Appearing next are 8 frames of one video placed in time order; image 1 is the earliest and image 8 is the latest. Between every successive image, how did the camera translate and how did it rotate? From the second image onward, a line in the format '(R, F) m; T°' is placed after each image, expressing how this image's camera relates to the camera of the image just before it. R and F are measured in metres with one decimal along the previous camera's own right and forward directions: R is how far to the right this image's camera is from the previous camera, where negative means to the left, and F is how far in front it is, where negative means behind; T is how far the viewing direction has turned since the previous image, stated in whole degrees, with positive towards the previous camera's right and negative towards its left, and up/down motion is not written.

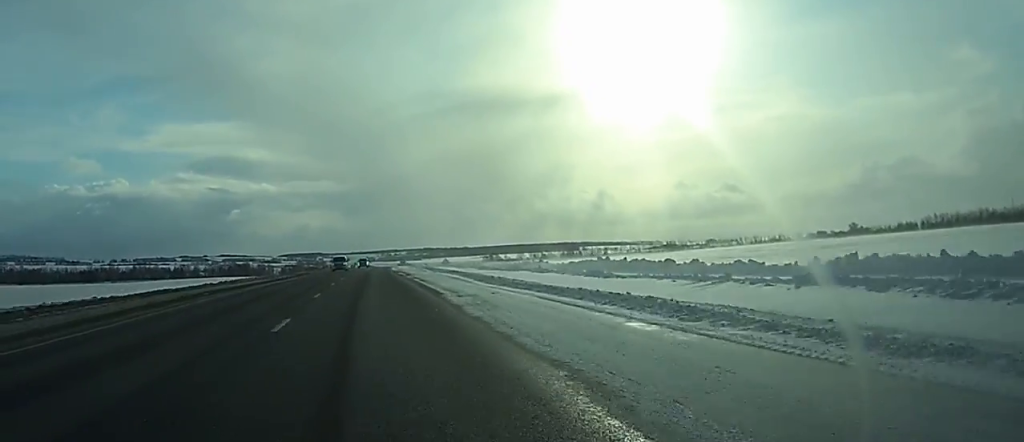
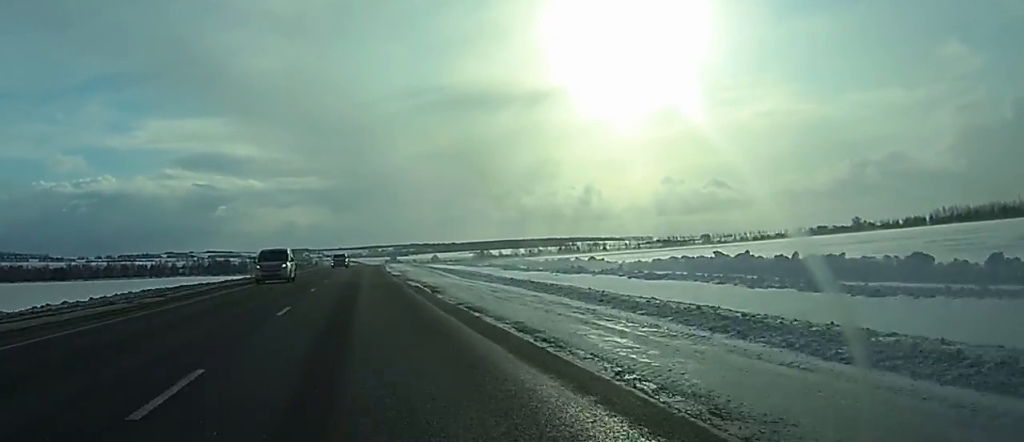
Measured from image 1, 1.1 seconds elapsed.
(+0.1, +31.5) m; +1°
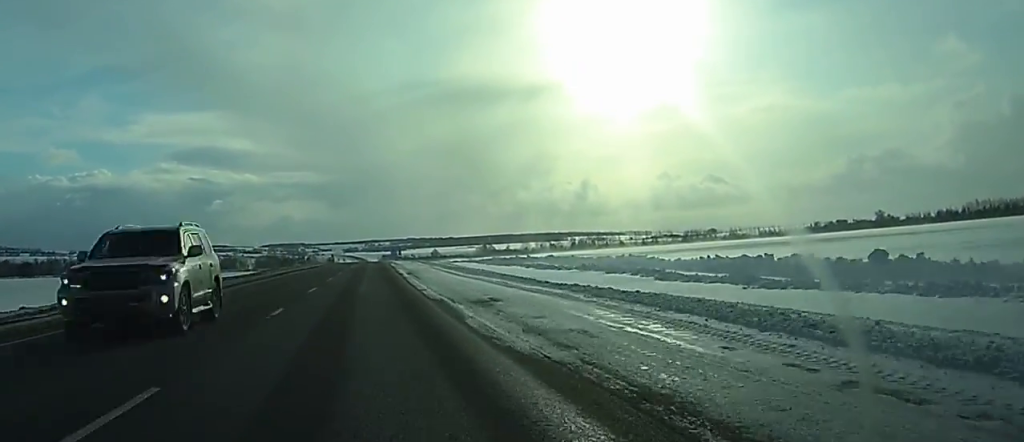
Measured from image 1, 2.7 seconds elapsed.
(+0.6, +48.7) m; +1°
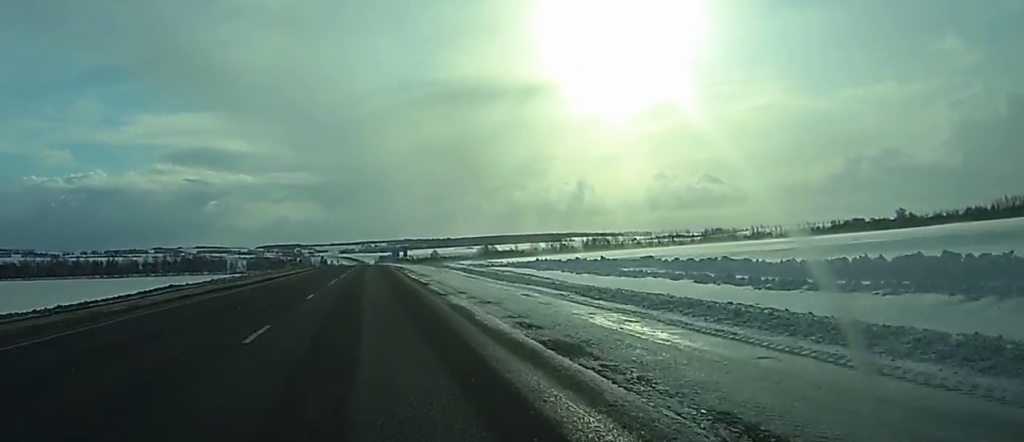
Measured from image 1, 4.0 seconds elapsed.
(+0.3, +40.4) m; +1°
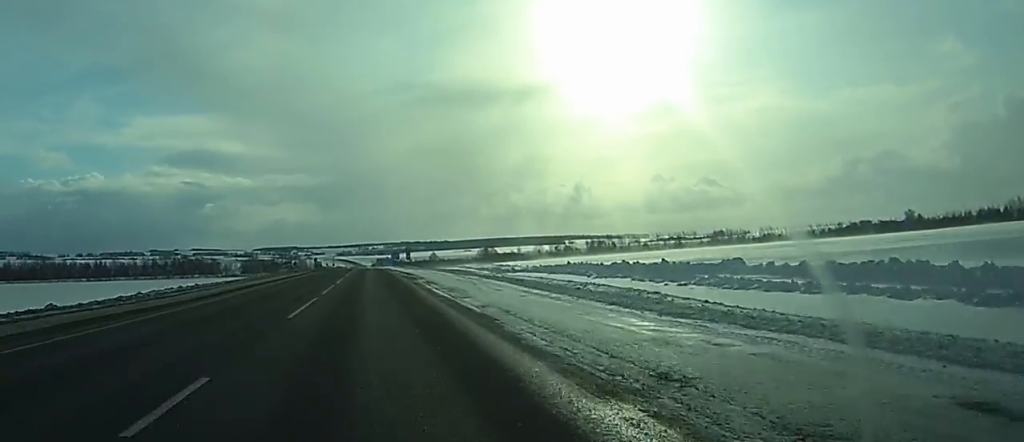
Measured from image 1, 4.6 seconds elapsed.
(+0.1, +18.3) m; 0°
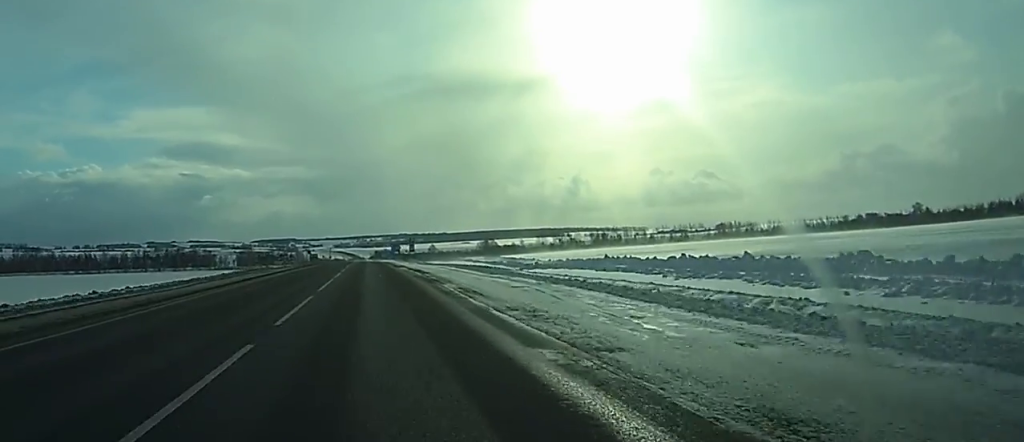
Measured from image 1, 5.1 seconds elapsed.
(0.0, +15.3) m; 0°
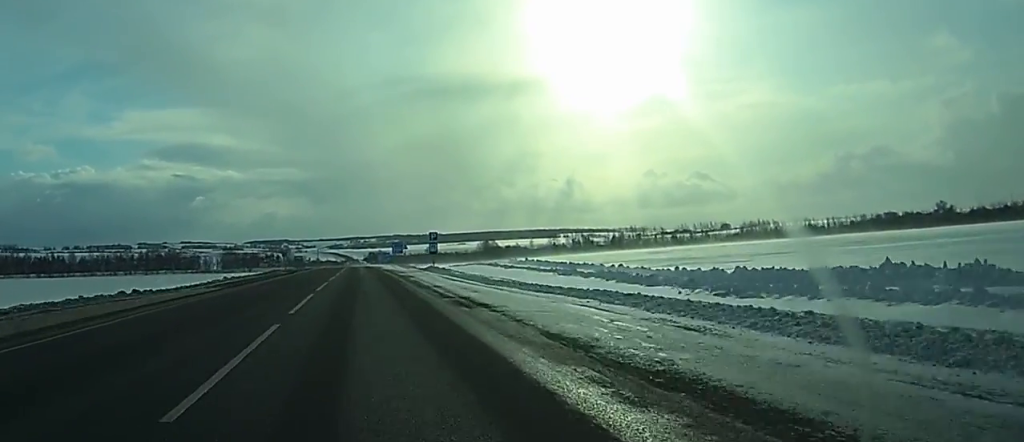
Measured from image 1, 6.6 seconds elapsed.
(+0.3, +45.0) m; 0°
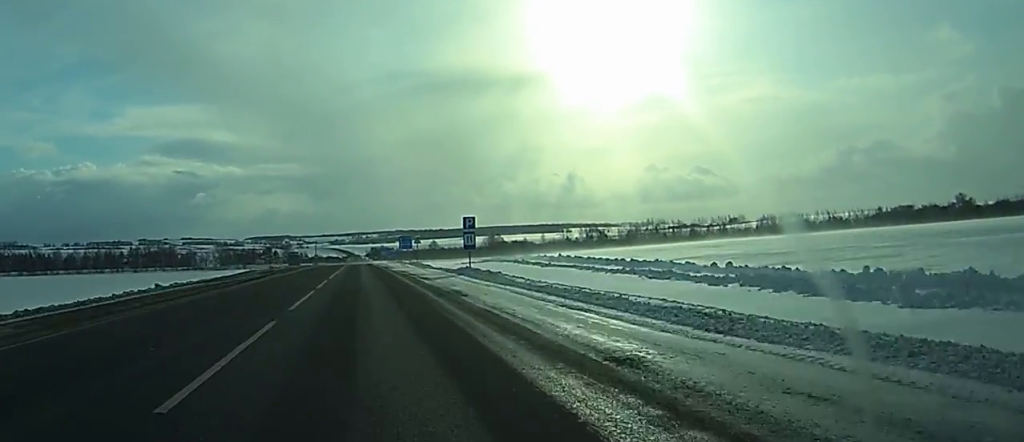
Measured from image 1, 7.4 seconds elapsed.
(0.0, +24.4) m; 0°
